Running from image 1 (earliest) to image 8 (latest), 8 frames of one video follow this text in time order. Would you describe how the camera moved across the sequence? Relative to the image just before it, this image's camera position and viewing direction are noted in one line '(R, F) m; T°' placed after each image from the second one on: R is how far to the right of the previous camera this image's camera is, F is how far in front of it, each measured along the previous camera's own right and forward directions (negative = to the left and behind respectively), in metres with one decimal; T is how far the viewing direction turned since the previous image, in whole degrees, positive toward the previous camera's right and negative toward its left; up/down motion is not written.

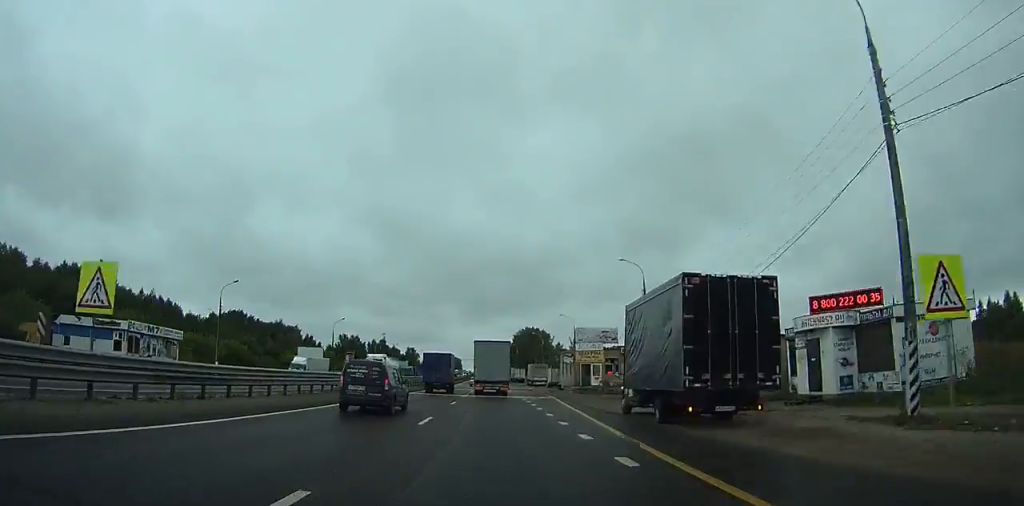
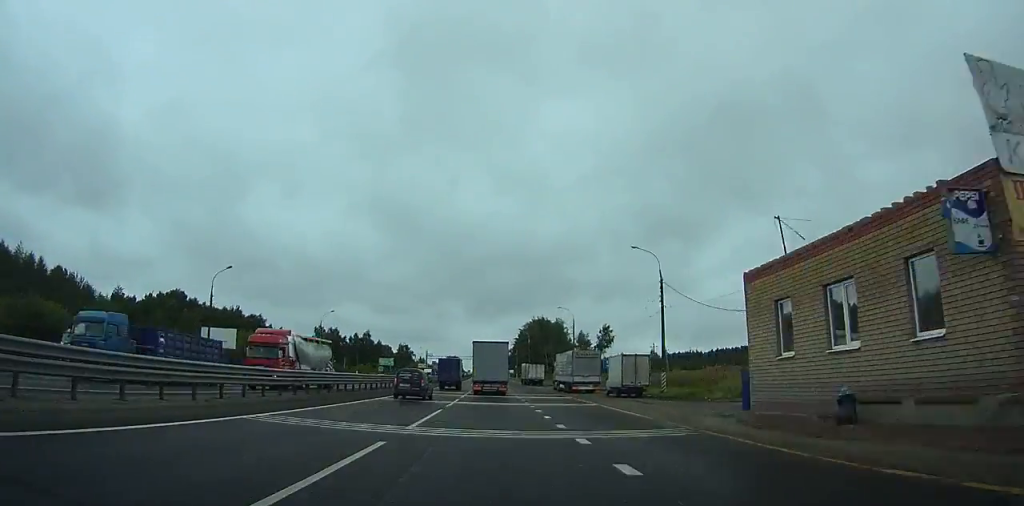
(-0.1, +49.7) m; 0°
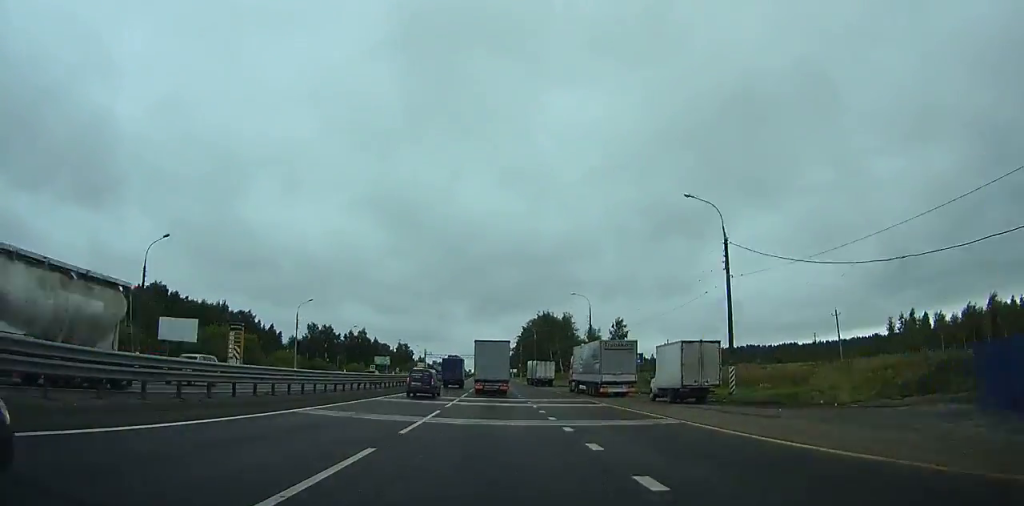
(+0.1, +13.2) m; 0°
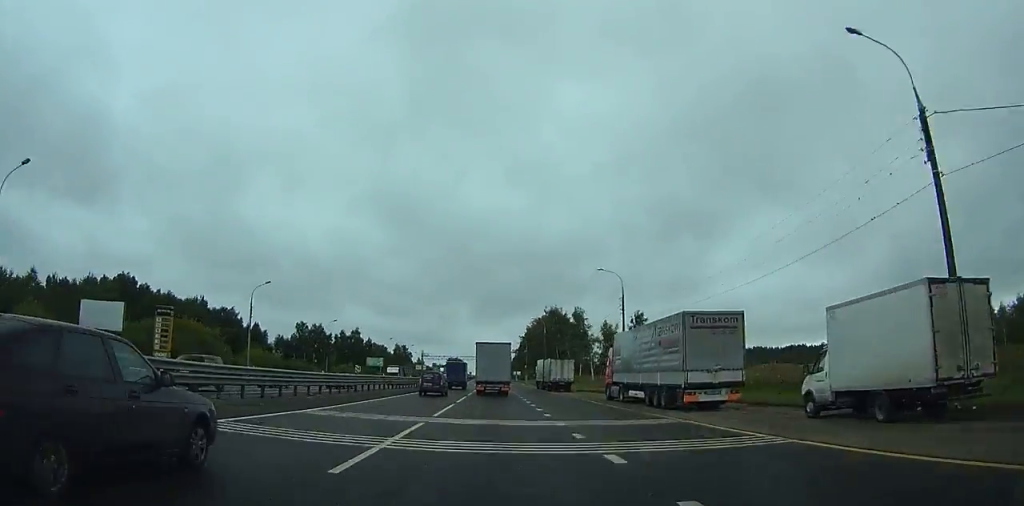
(0.0, +17.6) m; 0°
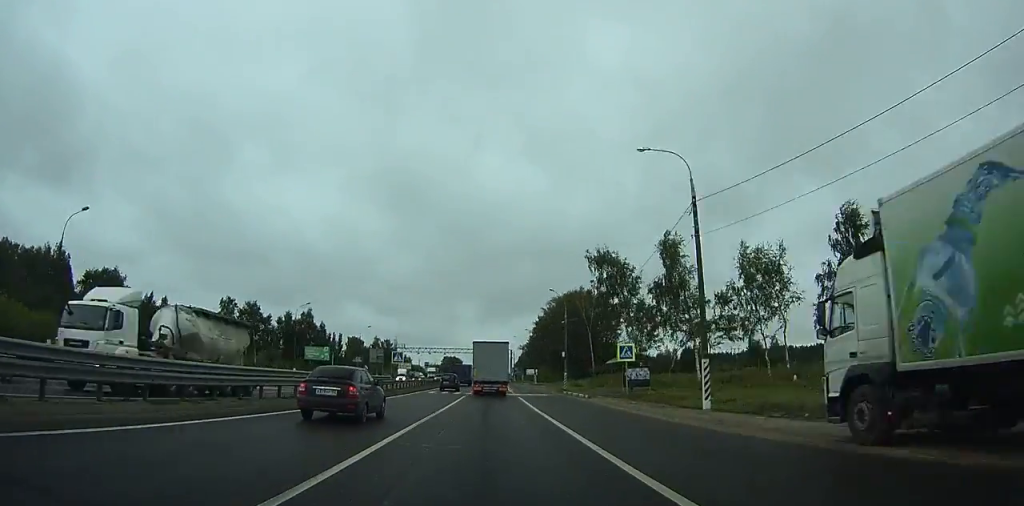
(-0.5, +69.4) m; 0°
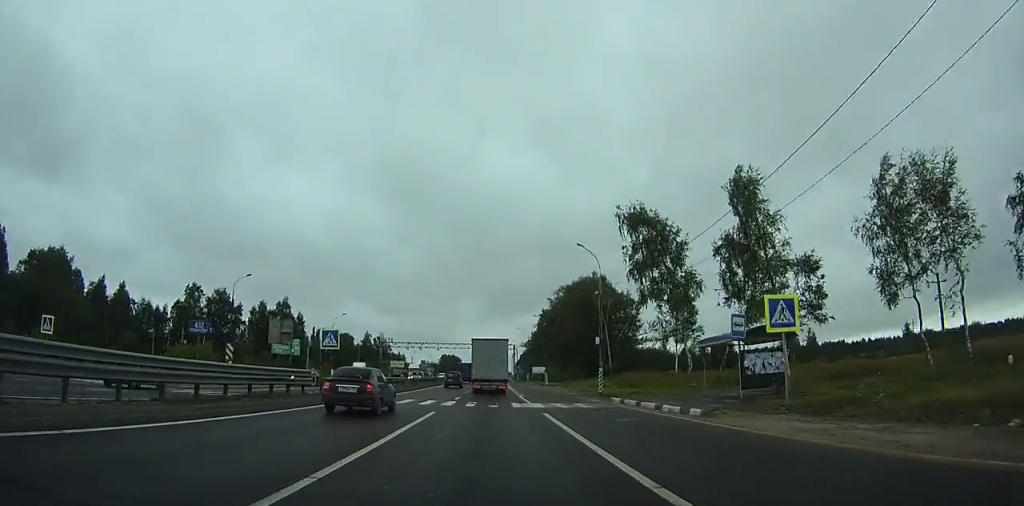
(+0.2, +20.8) m; 0°
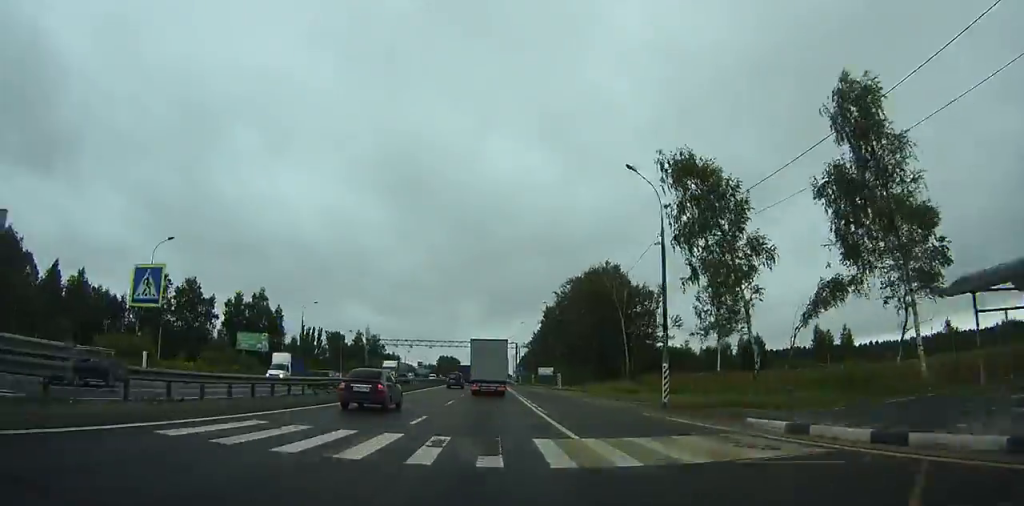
(0.0, +16.3) m; 0°
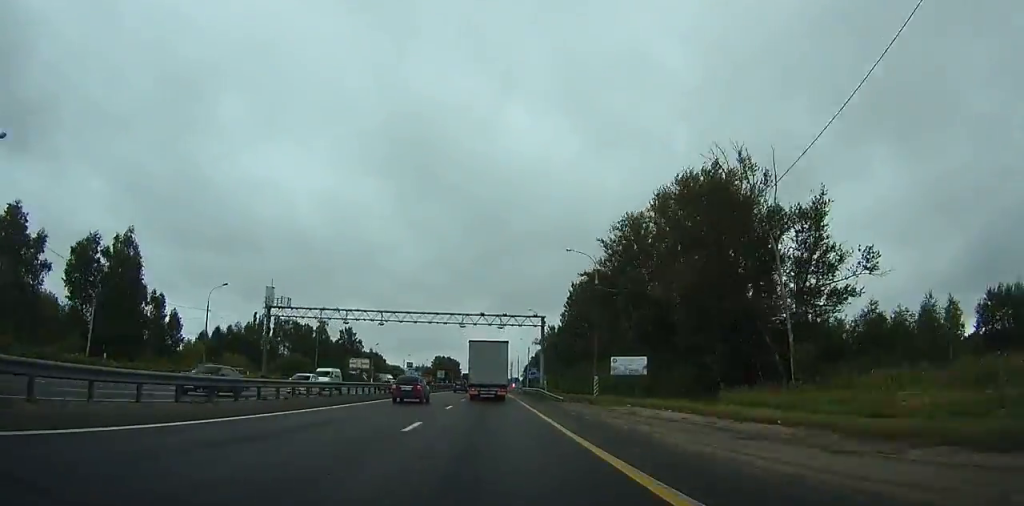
(+0.1, +61.2) m; 0°
